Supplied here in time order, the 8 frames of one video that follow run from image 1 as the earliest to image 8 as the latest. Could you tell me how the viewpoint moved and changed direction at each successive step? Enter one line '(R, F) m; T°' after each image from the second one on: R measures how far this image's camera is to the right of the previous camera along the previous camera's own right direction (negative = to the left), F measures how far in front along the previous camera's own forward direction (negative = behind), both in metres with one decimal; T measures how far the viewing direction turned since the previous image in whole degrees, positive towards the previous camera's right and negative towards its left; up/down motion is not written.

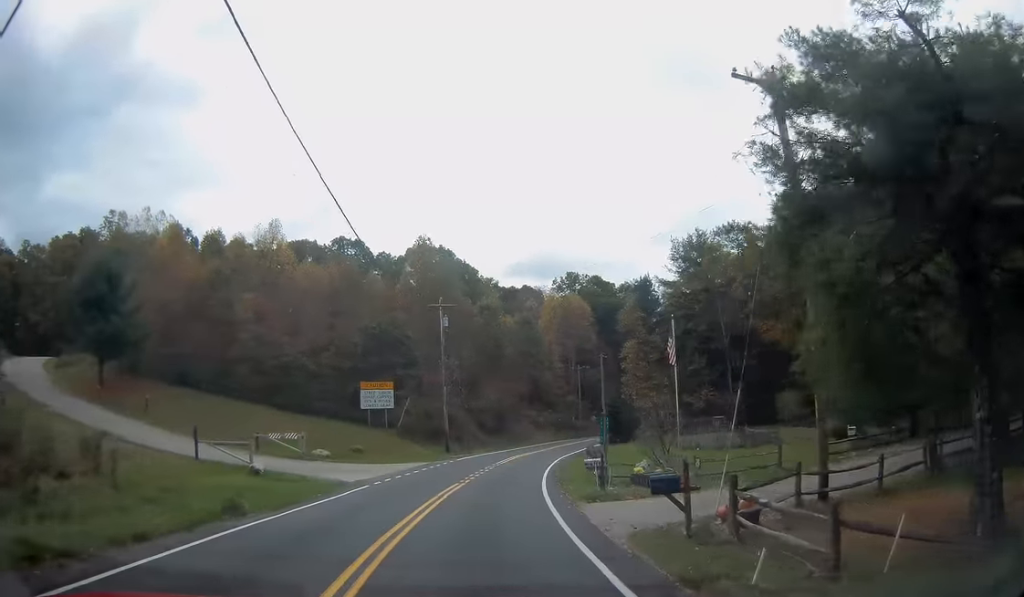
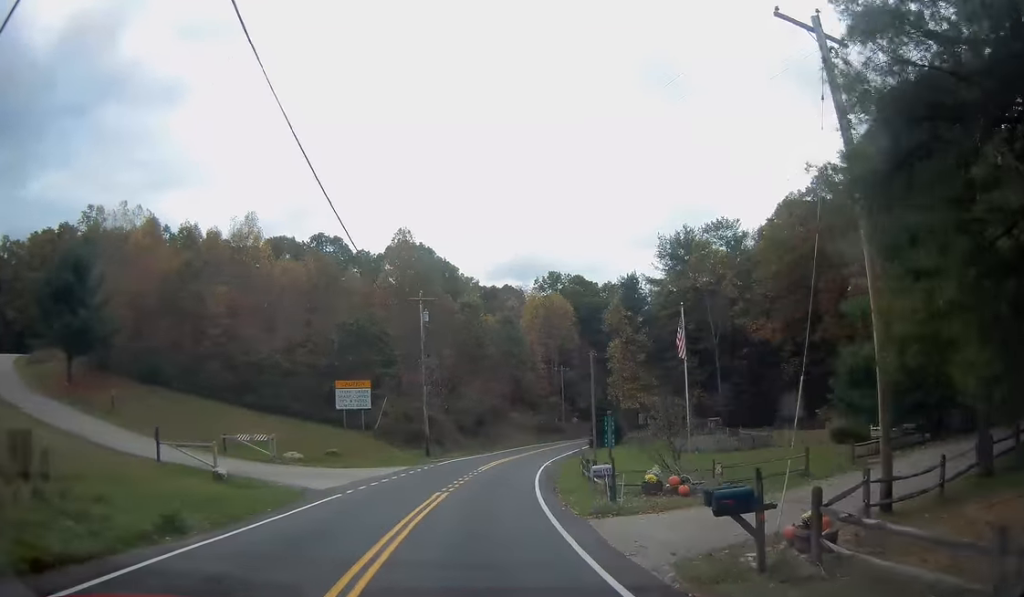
(+0.1, +3.0) m; +1°
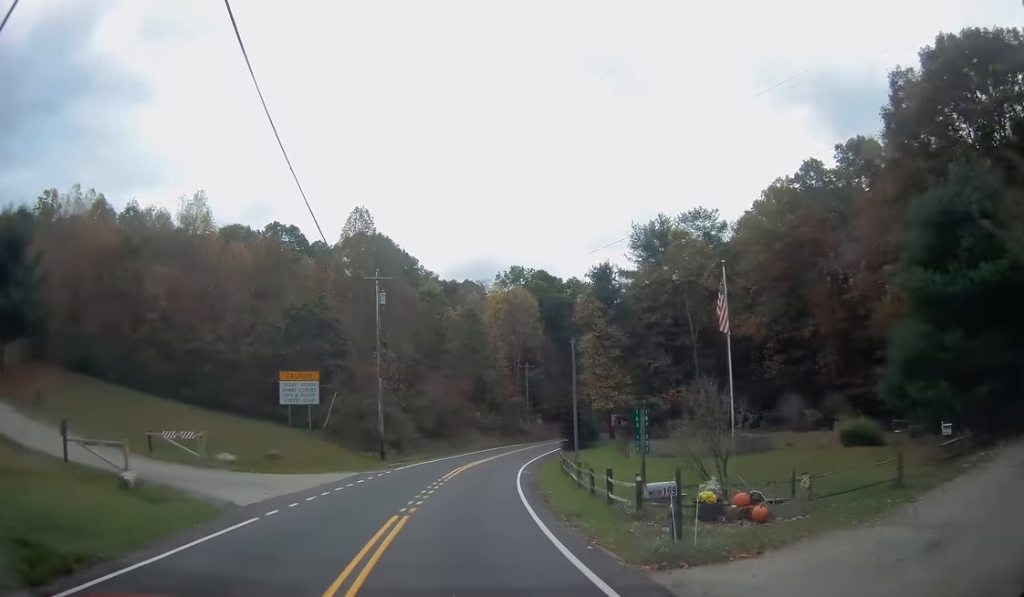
(0.0, +6.3) m; +5°
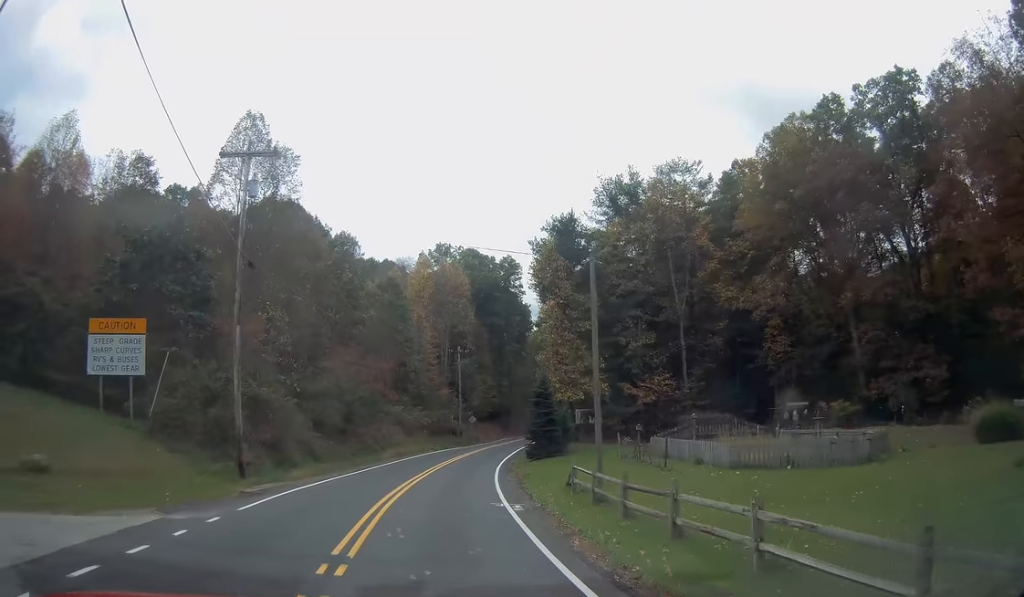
(+1.4, +18.4) m; +8°
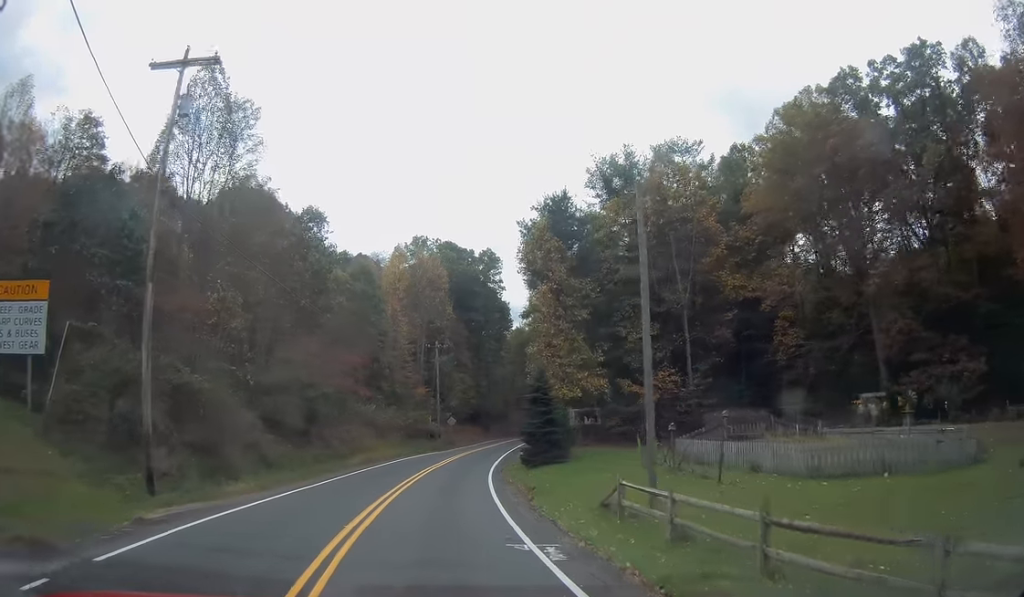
(+0.4, +6.4) m; +2°
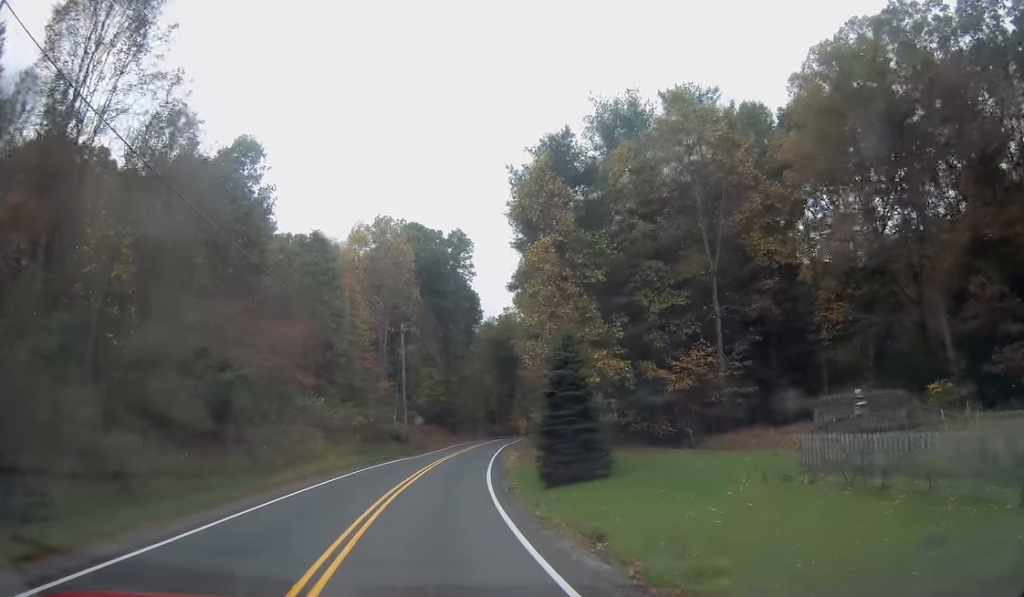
(0.0, +11.8) m; +4°
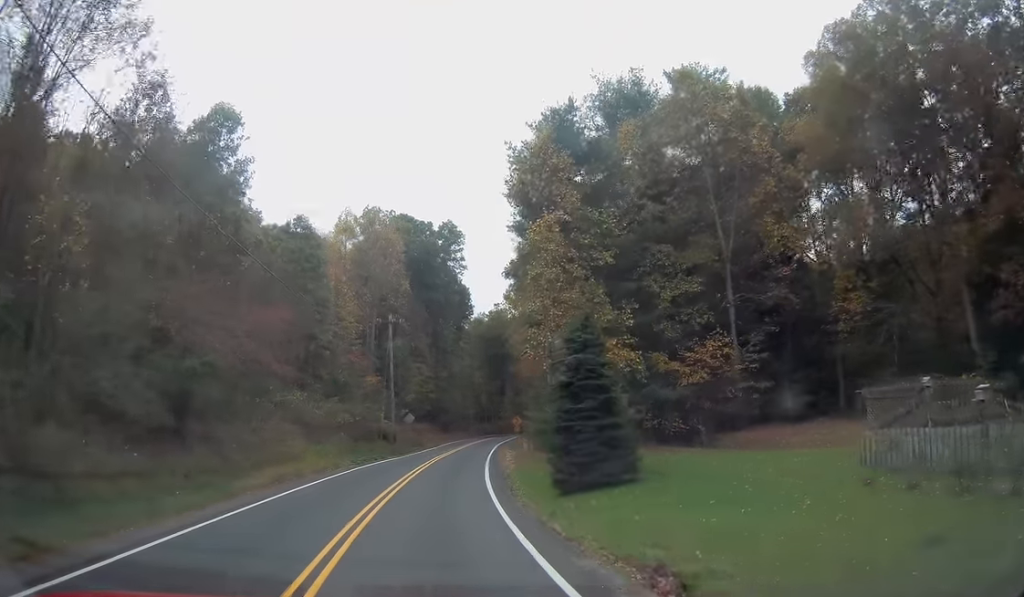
(0.0, +3.4) m; +2°
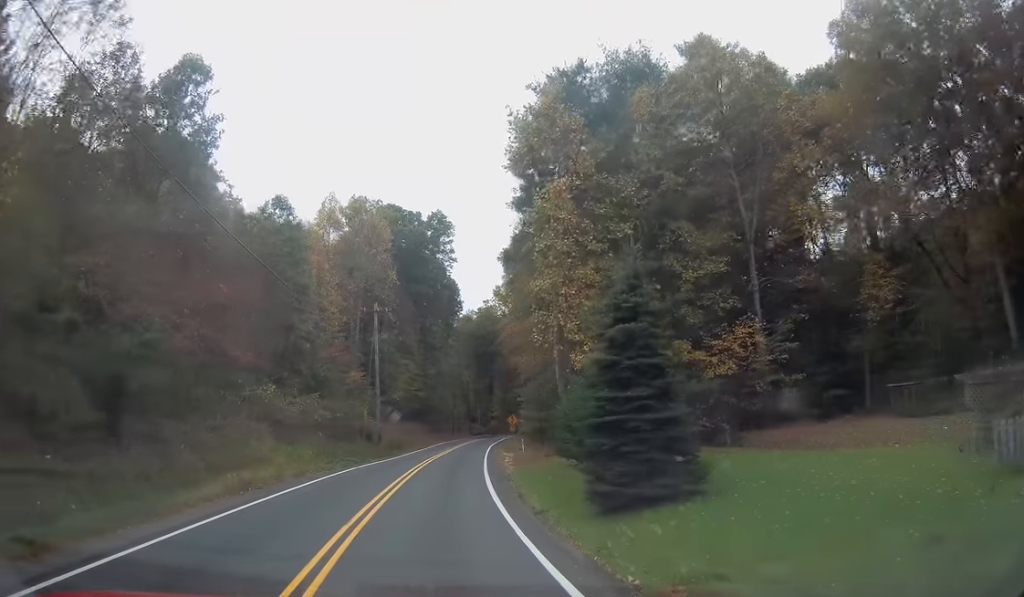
(+0.2, +4.6) m; +1°
